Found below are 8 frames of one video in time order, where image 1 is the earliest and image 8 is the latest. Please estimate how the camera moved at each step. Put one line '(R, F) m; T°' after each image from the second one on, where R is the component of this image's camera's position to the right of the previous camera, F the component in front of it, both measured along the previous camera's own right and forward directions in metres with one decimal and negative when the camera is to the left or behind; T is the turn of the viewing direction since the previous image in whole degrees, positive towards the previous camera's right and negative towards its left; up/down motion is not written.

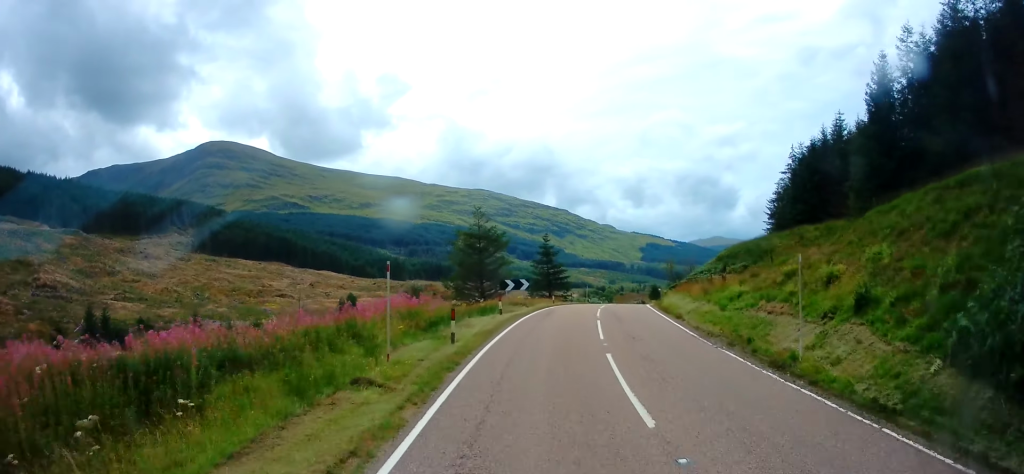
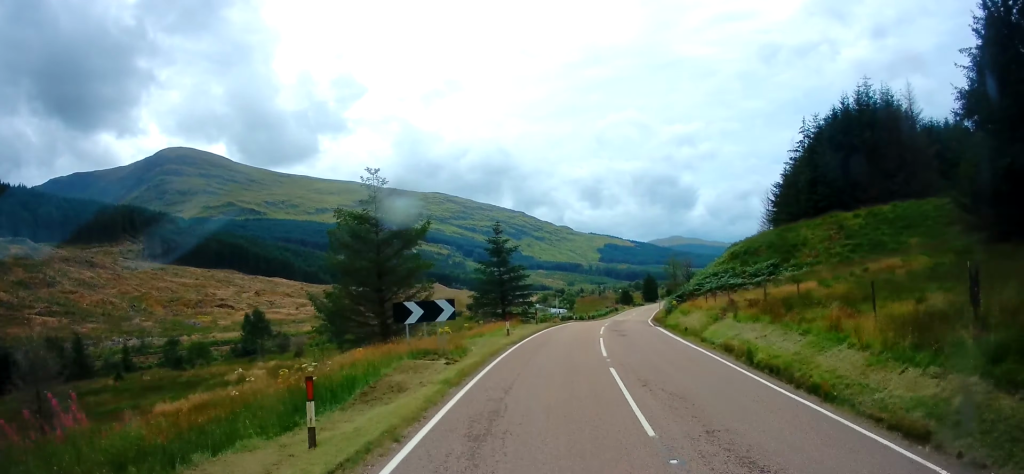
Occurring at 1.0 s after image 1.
(+0.5, +18.3) m; +4°
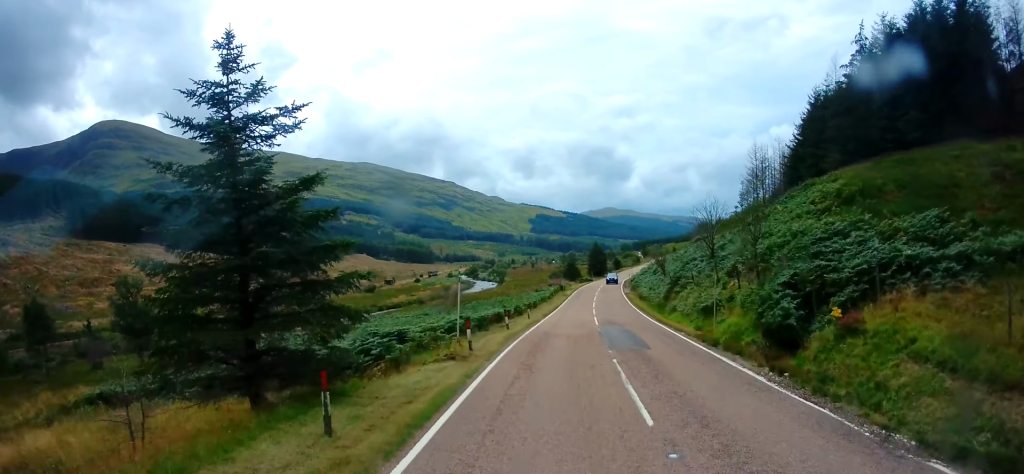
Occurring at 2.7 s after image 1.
(+1.7, +27.6) m; +7°
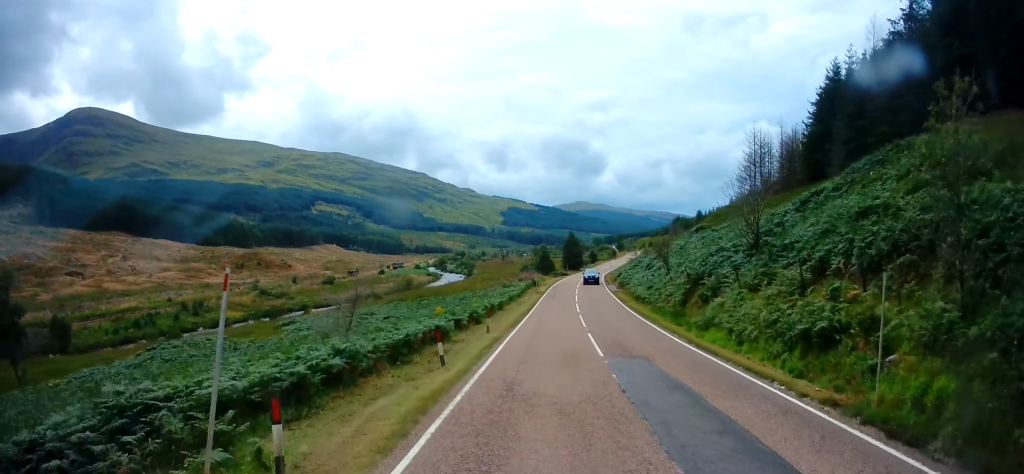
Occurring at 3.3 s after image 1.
(+0.4, +11.1) m; +2°
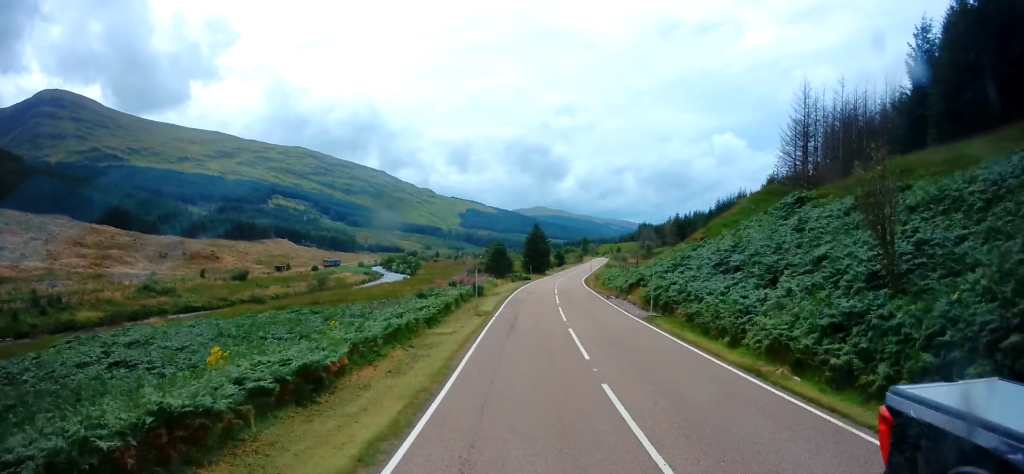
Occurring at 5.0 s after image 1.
(+1.0, +28.1) m; +3°
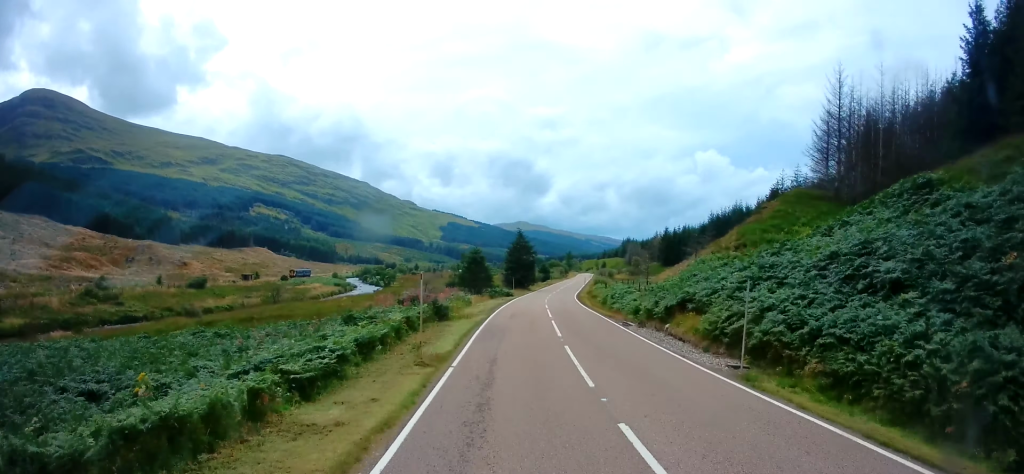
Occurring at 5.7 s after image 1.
(+0.1, +11.2) m; +1°
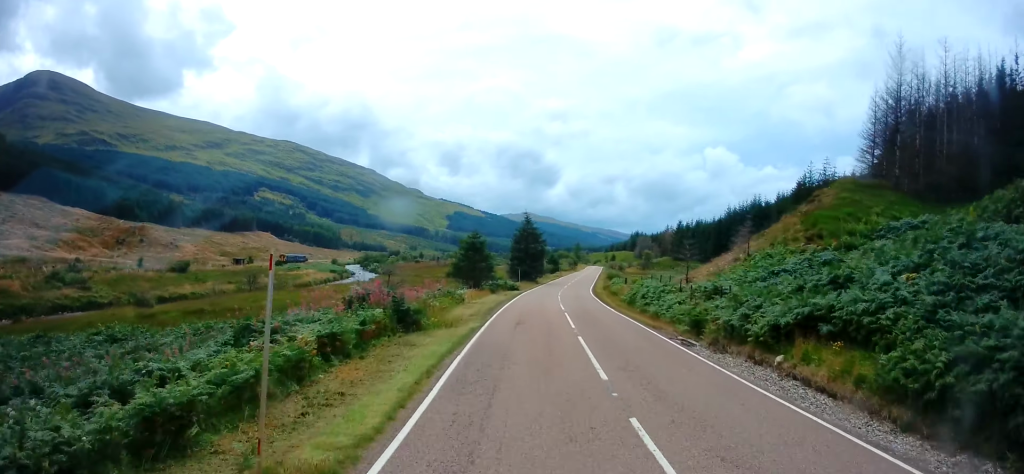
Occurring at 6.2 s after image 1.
(+0.1, +9.1) m; +1°
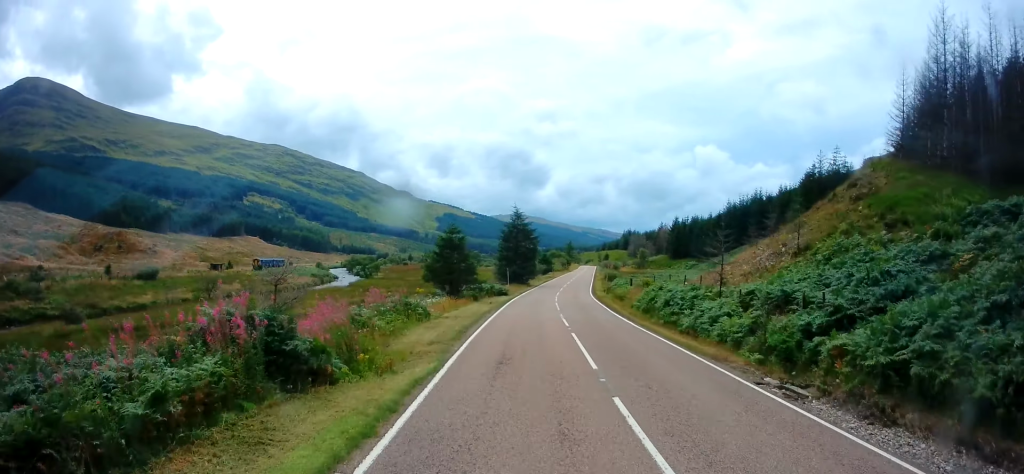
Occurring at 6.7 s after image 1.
(-0.1, +8.0) m; +1°
